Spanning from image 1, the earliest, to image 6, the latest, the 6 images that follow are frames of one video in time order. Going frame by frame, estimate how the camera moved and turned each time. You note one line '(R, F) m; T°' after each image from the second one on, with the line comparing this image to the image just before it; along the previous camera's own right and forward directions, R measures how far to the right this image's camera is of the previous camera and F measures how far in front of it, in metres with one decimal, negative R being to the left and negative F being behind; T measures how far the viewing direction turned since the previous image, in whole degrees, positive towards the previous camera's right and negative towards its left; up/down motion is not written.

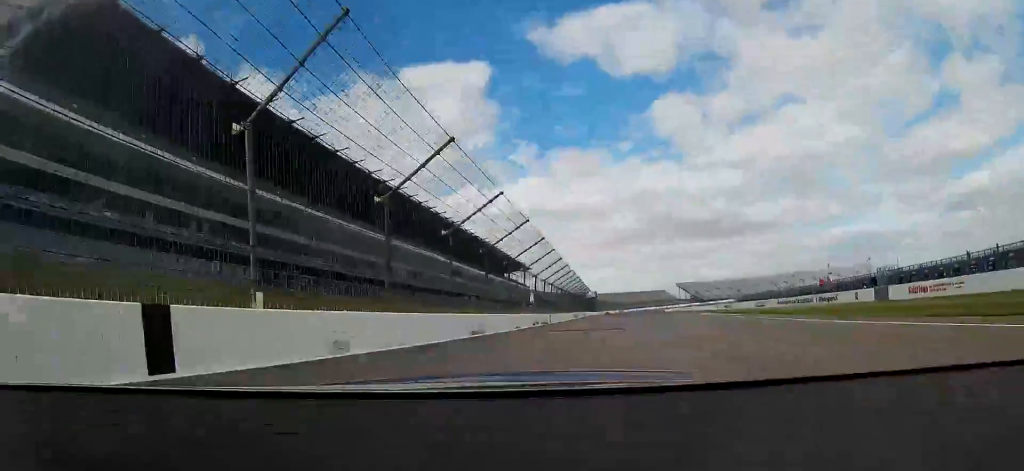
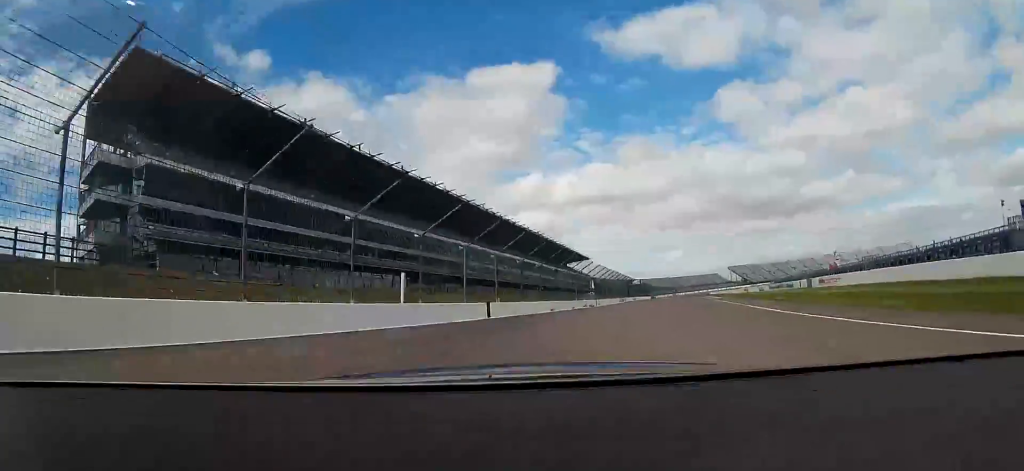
(-1.6, +35.5) m; -5°
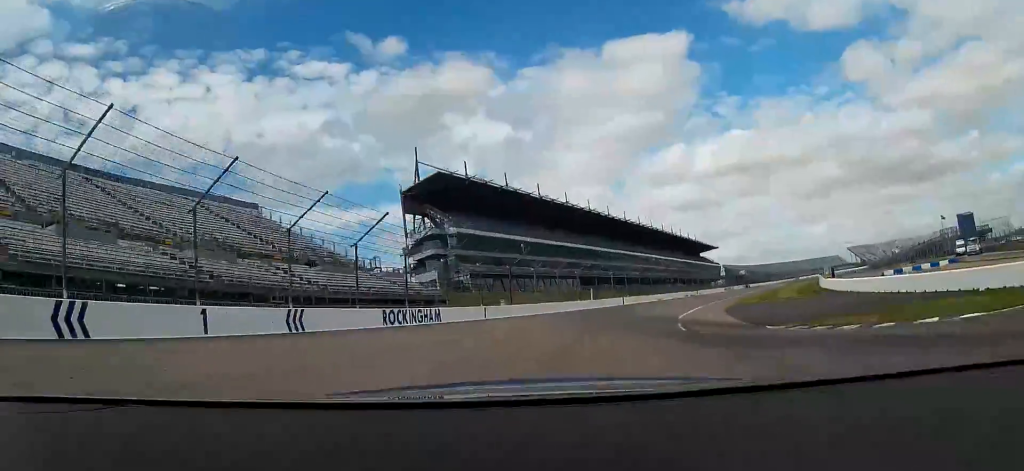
(-6.3, +62.0) m; -13°
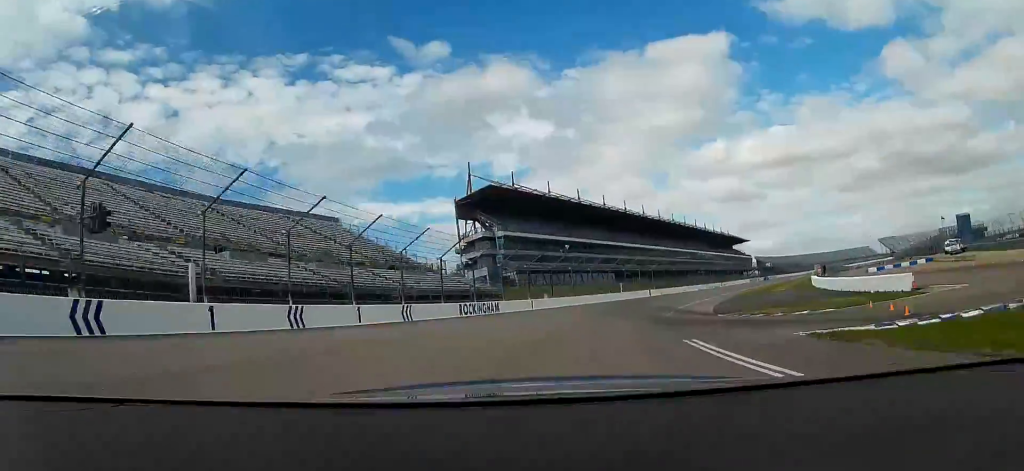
(-0.4, +15.6) m; -5°
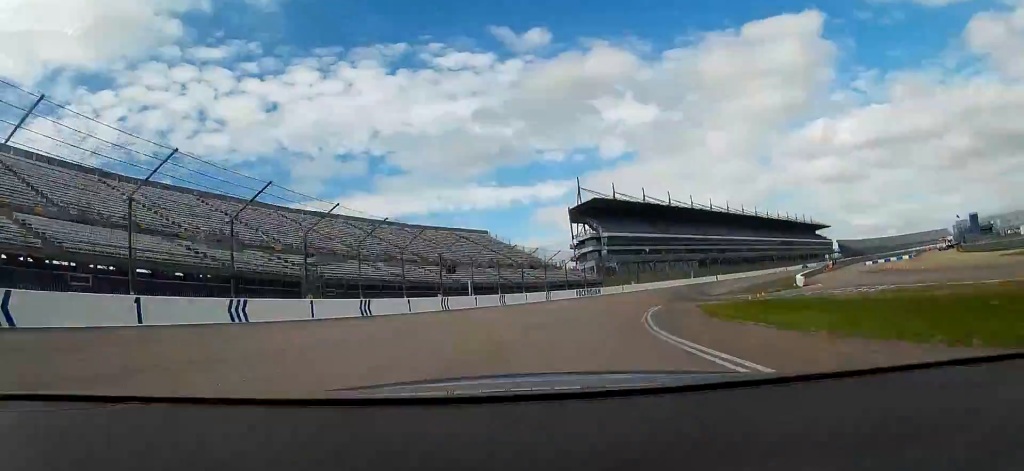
(-4.0, +38.4) m; -10°
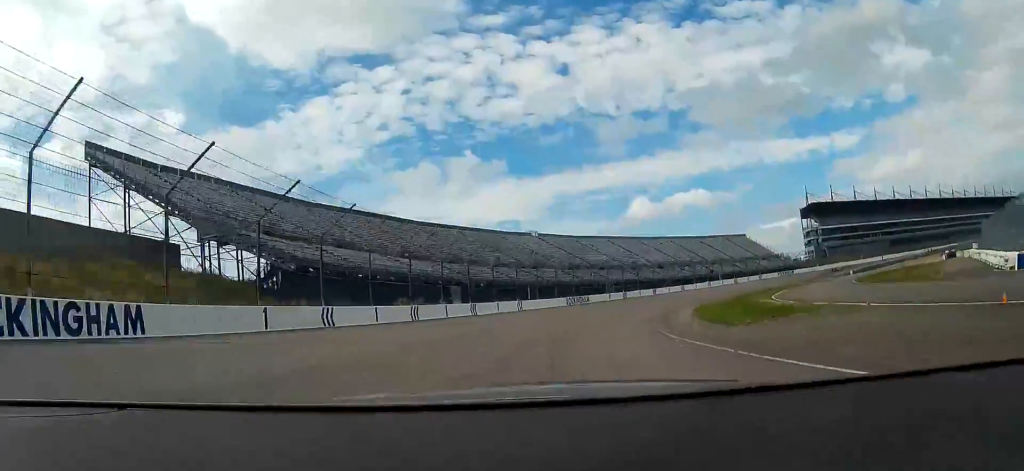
(-17.8, +104.3) m; -20°
